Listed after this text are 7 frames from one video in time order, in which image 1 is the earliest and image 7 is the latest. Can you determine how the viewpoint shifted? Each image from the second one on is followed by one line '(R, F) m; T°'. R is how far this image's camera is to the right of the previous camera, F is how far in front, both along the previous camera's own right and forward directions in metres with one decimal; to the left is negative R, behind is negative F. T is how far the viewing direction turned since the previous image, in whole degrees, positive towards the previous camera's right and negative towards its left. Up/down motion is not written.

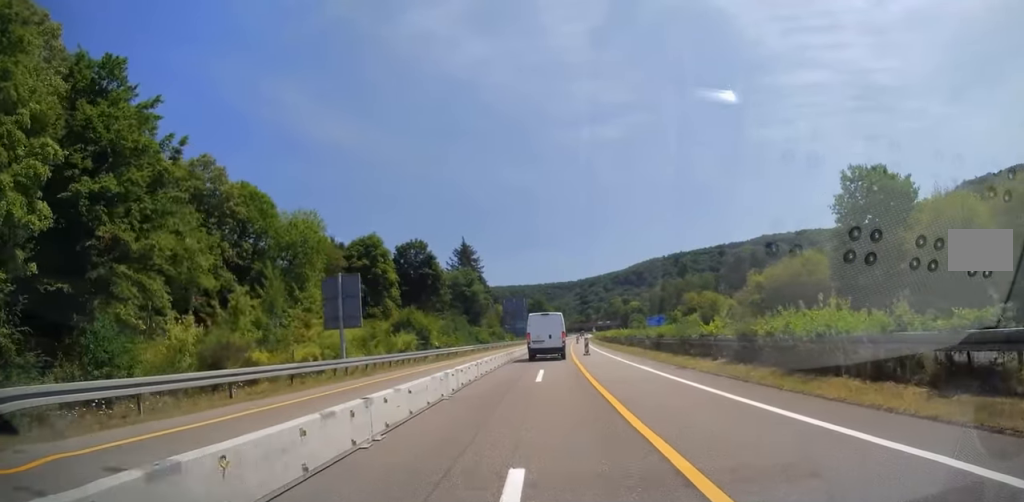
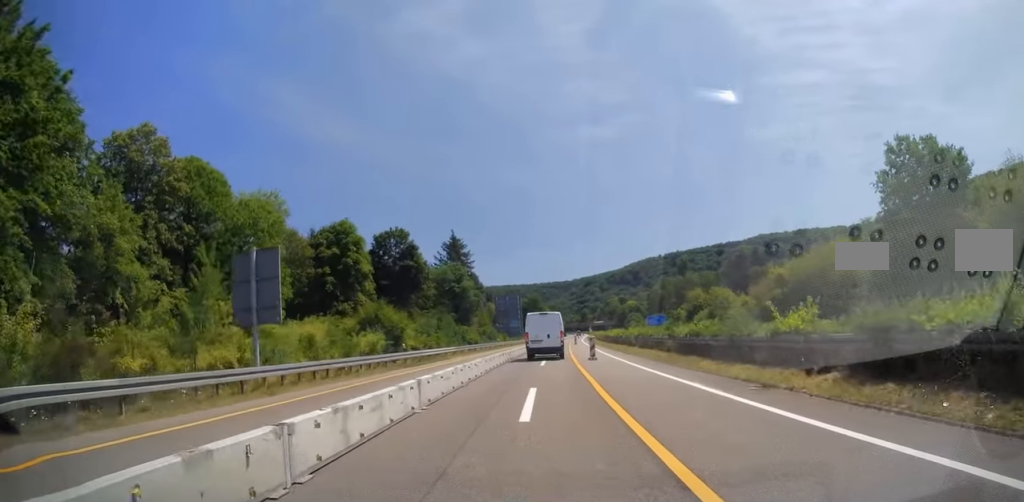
(0.0, +8.6) m; +1°
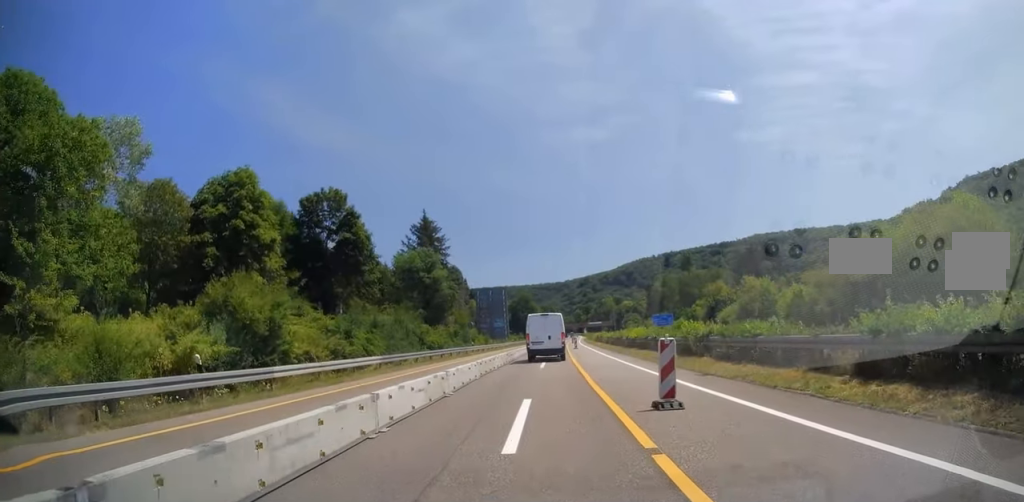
(+0.5, +20.6) m; +2°
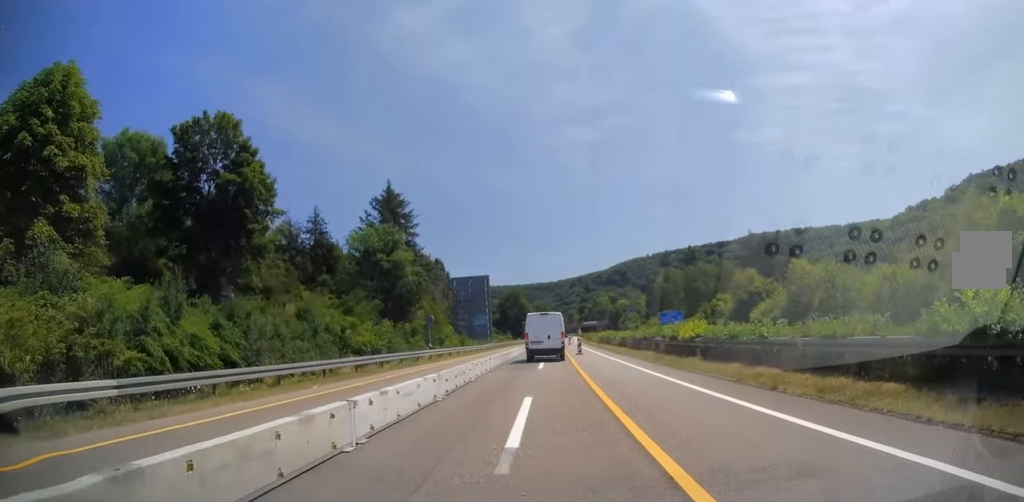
(-0.2, +19.0) m; -1°
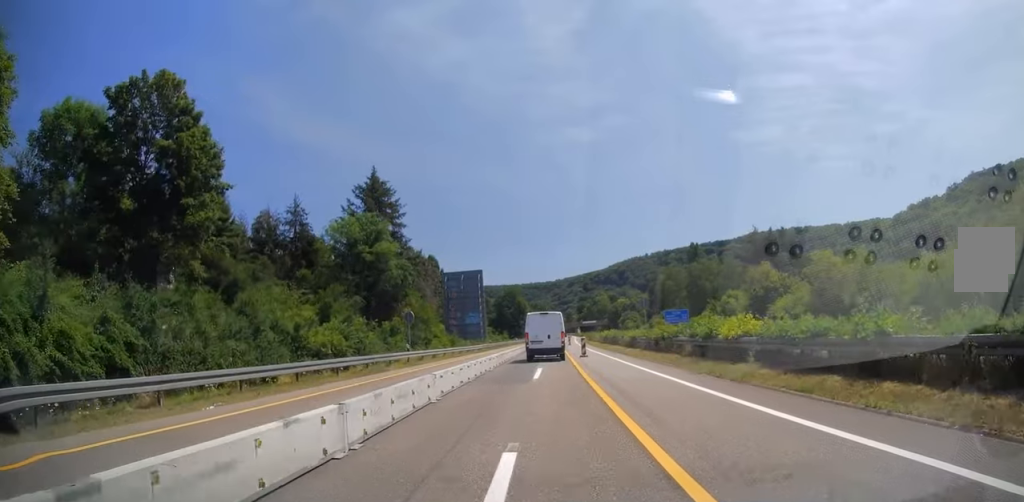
(-0.2, +6.4) m; +1°
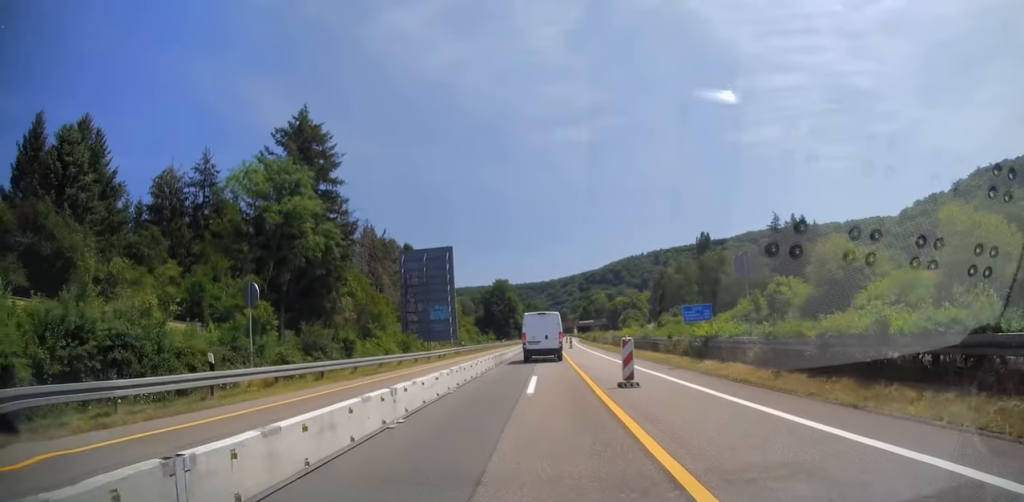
(+0.8, +21.6) m; +2°
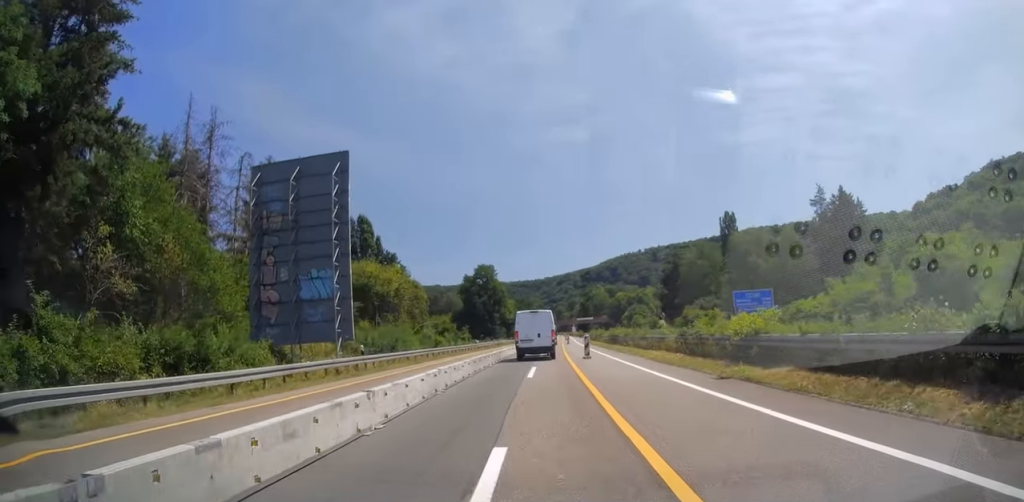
(-0.7, +31.1) m; -1°
